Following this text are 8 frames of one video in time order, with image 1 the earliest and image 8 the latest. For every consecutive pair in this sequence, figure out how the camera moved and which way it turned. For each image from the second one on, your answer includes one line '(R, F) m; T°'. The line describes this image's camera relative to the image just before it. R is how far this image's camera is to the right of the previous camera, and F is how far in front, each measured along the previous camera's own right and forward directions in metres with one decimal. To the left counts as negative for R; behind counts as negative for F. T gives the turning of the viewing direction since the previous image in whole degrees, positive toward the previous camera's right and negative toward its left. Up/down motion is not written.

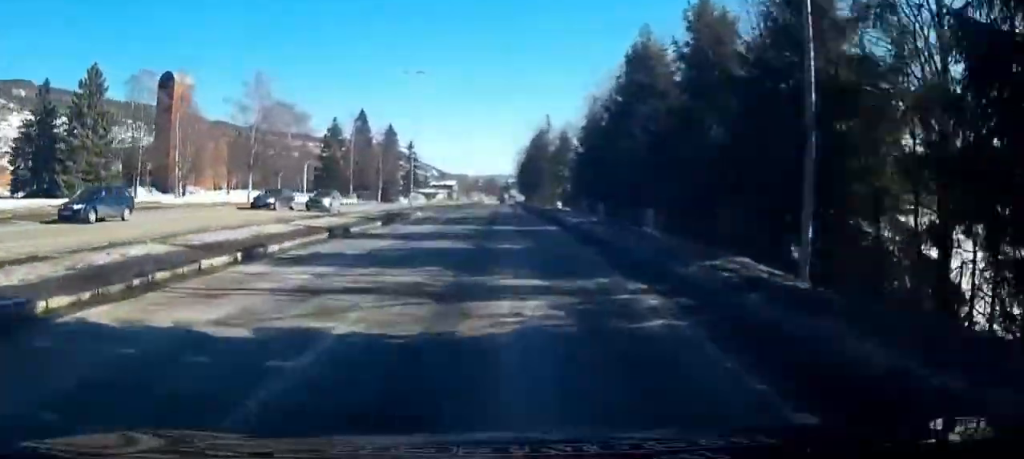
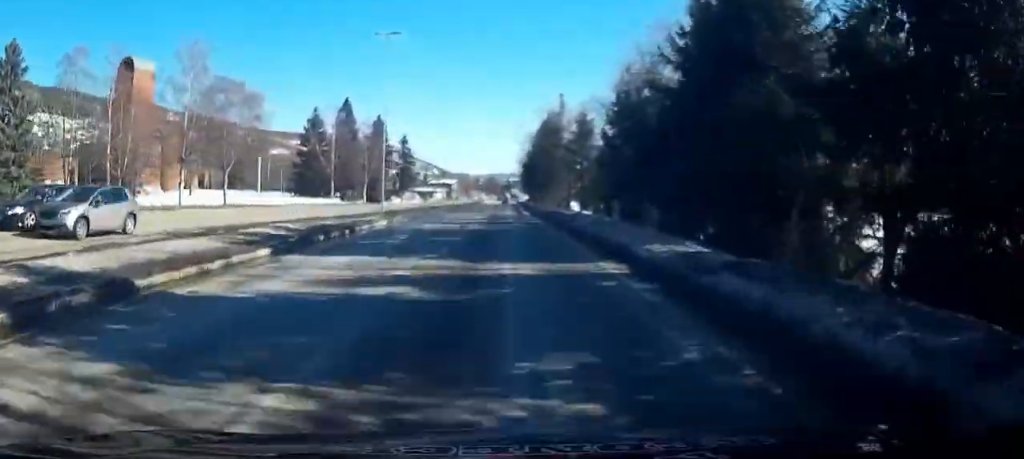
(0.0, +13.9) m; 0°
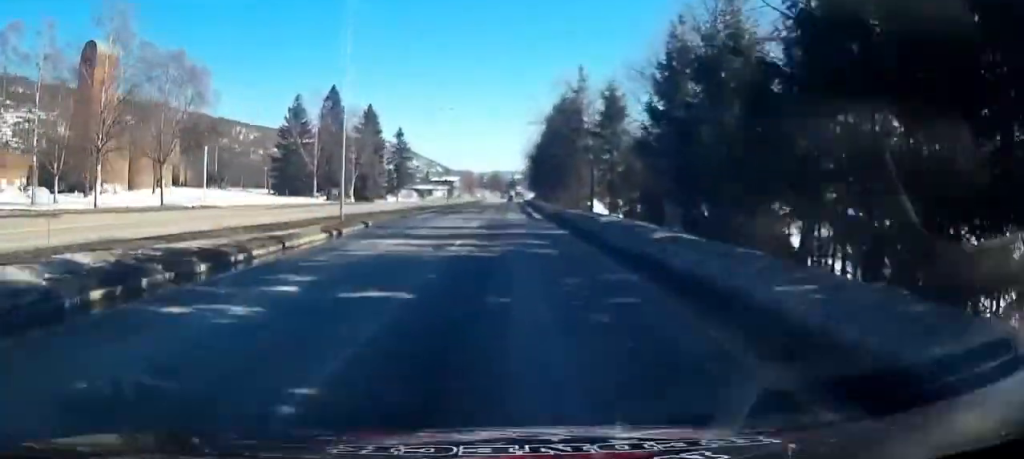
(0.0, +11.4) m; +1°
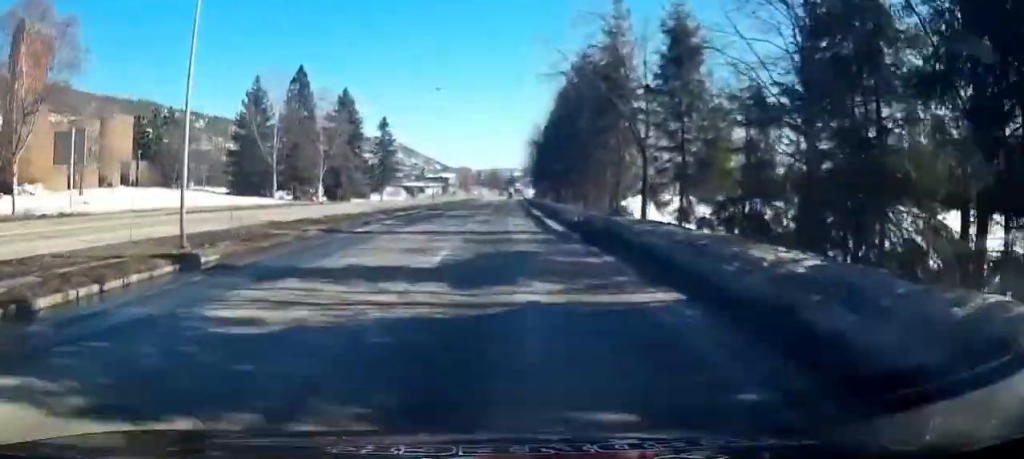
(+0.3, +15.6) m; +1°
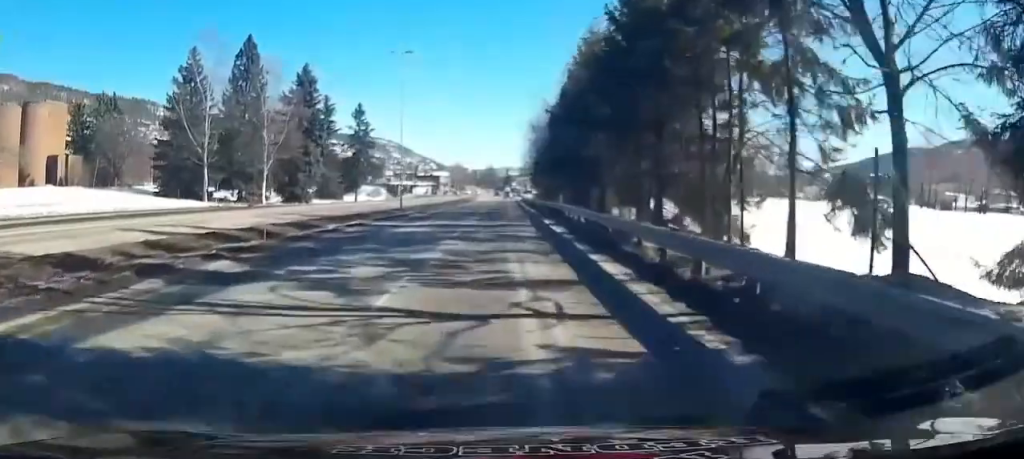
(+0.1, +17.6) m; +1°
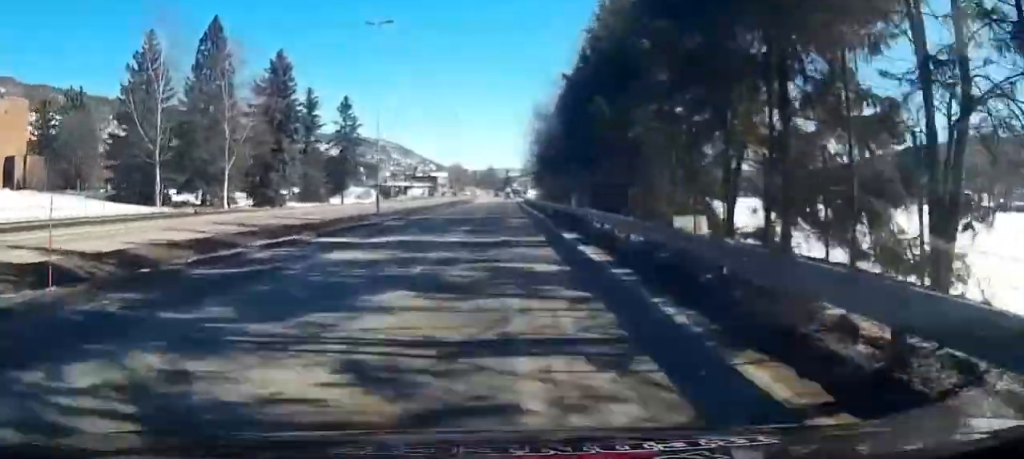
(0.0, +9.0) m; 0°
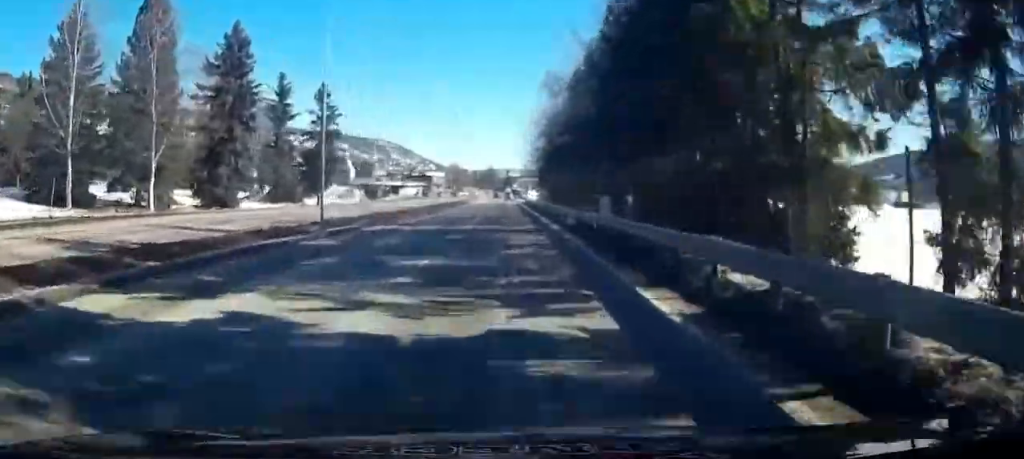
(+0.1, +12.0) m; 0°
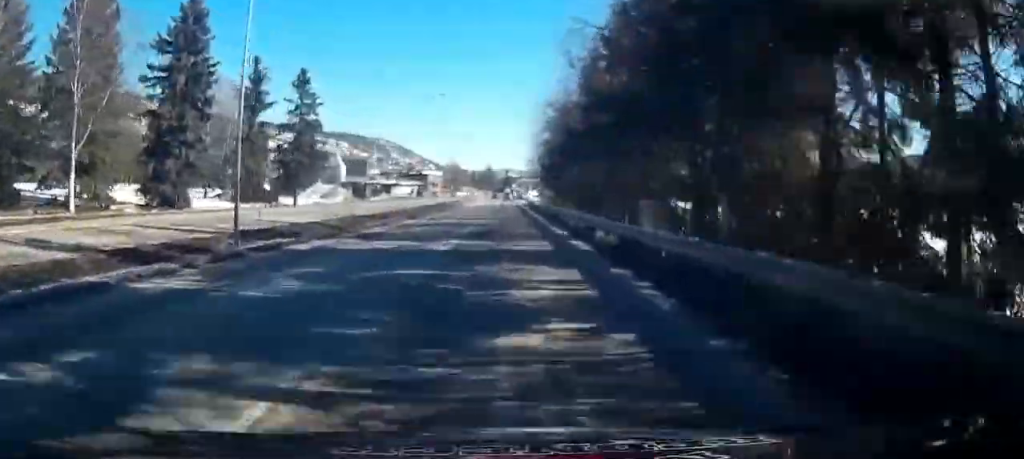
(0.0, +8.7) m; -1°
